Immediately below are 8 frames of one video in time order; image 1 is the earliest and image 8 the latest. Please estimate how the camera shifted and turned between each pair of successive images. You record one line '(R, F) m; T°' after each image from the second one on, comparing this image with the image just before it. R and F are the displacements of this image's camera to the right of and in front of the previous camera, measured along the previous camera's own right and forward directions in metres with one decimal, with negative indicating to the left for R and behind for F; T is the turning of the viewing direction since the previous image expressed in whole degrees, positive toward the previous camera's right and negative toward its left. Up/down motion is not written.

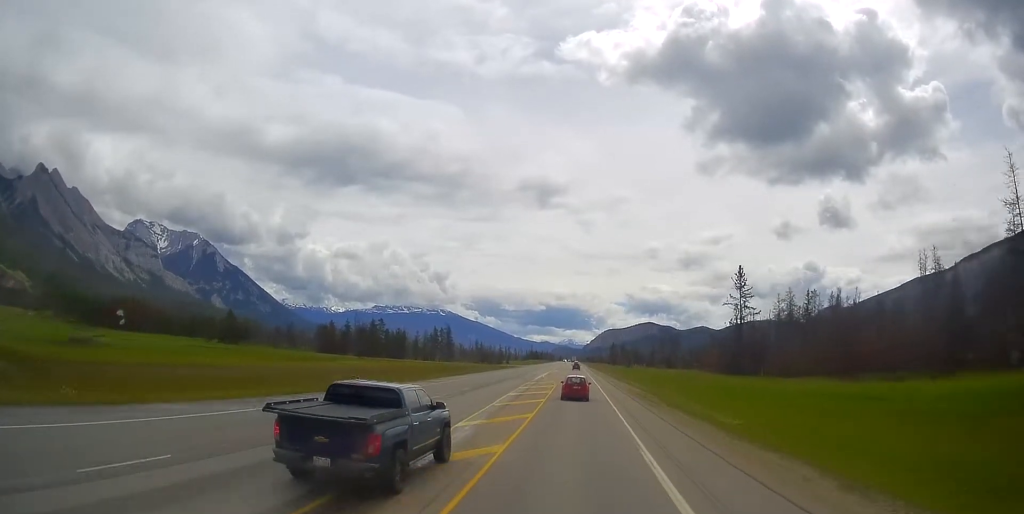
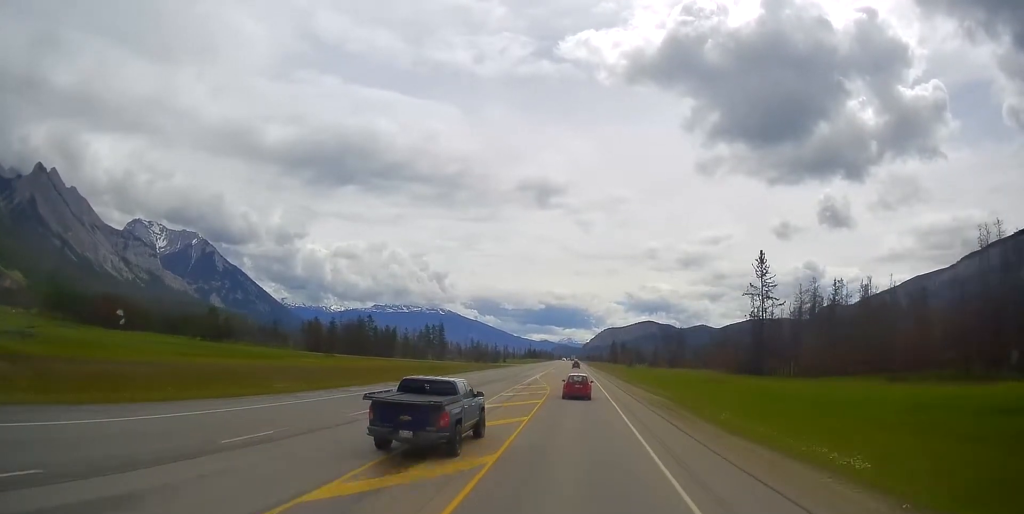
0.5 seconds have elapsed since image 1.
(0.0, +12.4) m; 0°
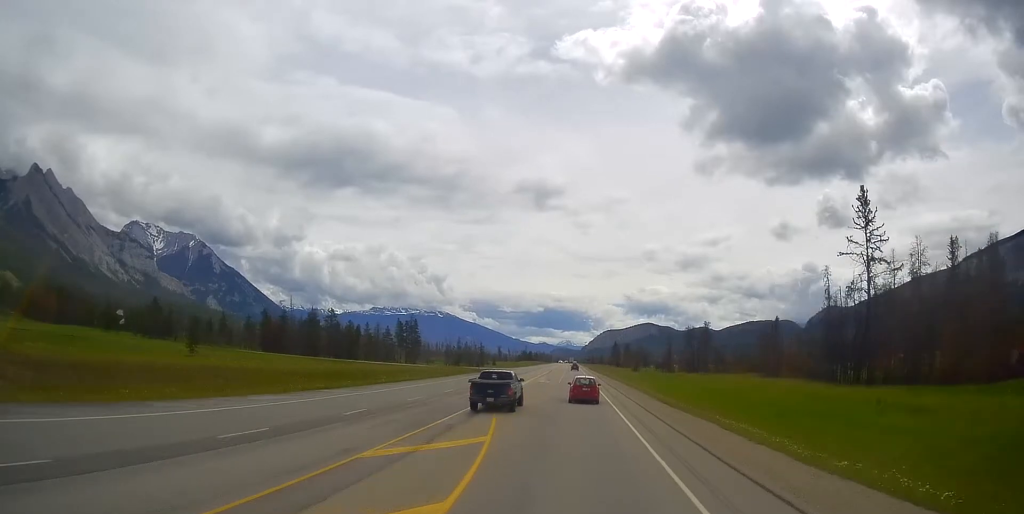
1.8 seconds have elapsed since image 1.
(+0.2, +34.6) m; 0°
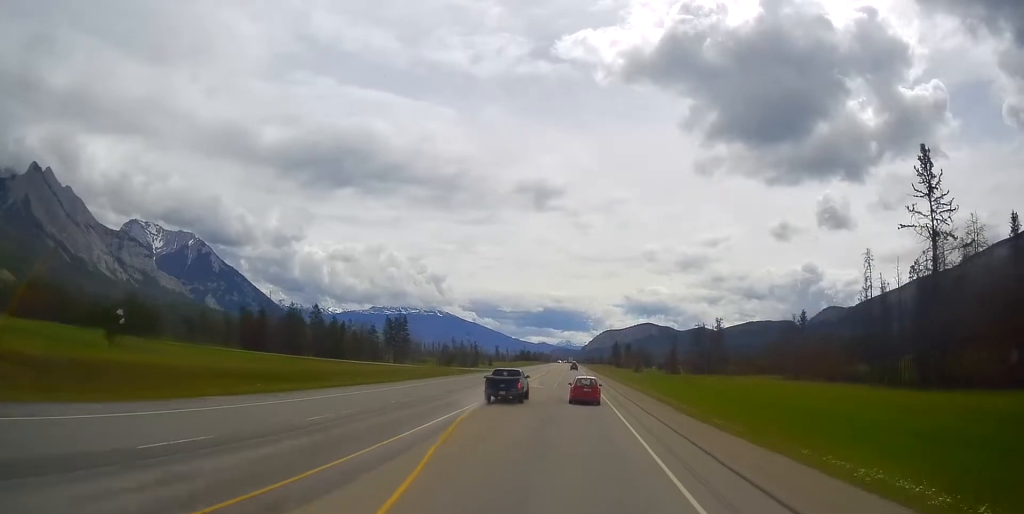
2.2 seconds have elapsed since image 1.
(-0.3, +12.0) m; 0°
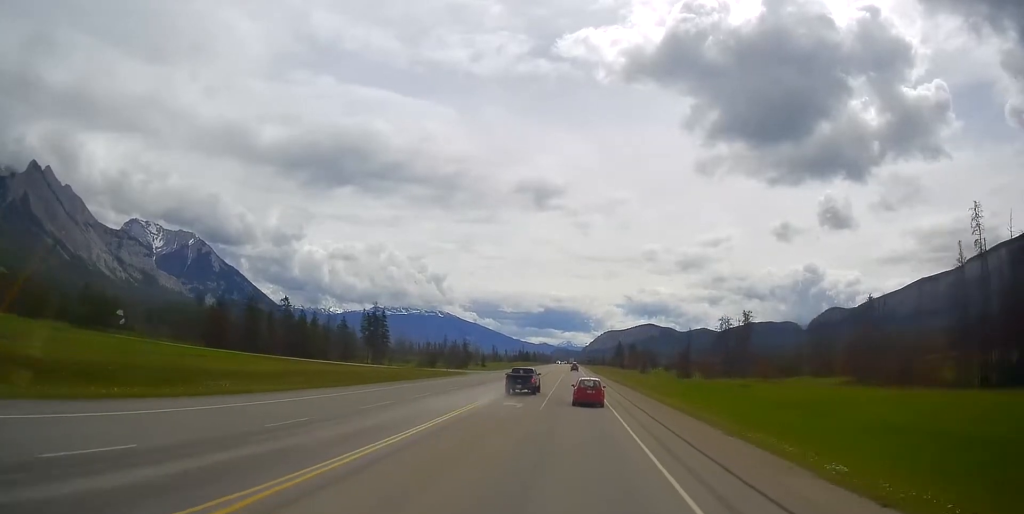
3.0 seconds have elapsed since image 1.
(+0.5, +20.8) m; +1°
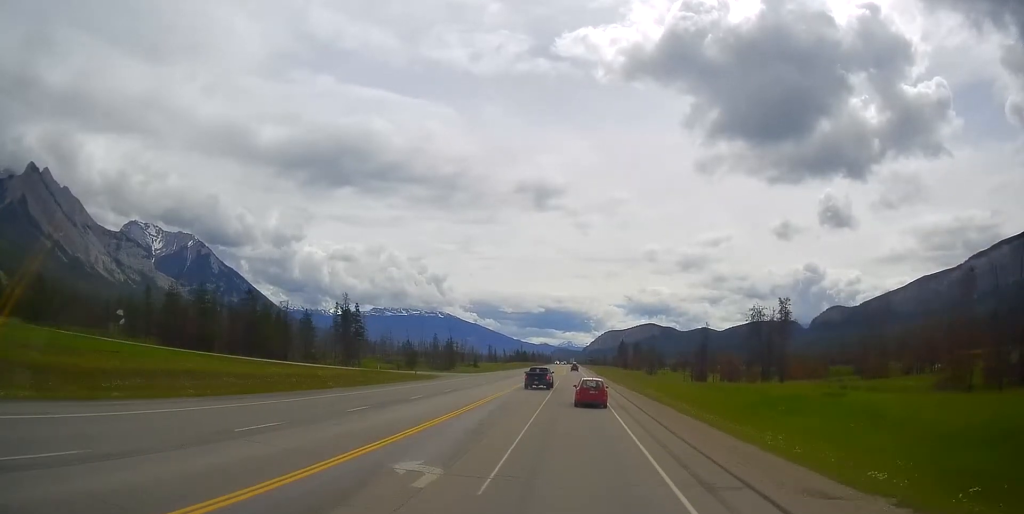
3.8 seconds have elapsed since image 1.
(0.0, +19.9) m; -1°
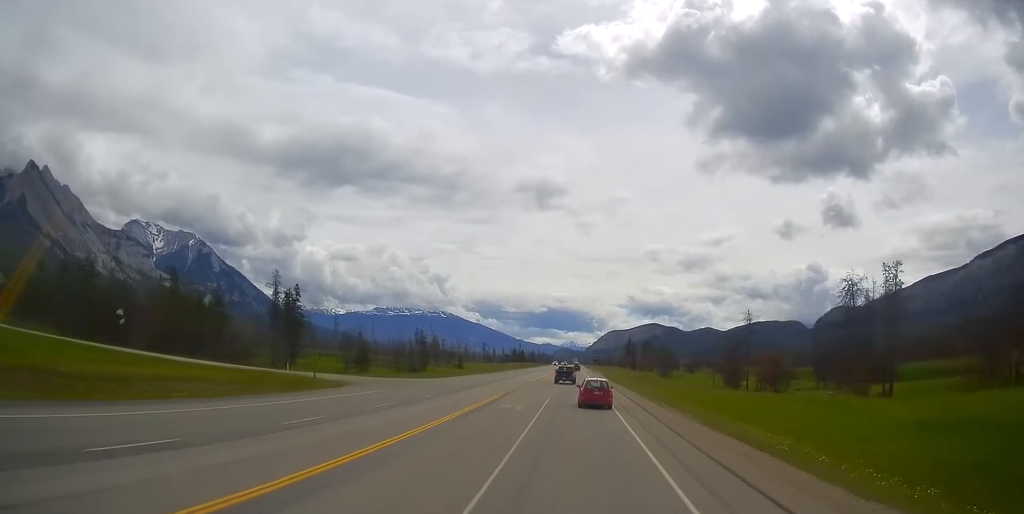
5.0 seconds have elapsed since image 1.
(-0.5, +32.5) m; 0°
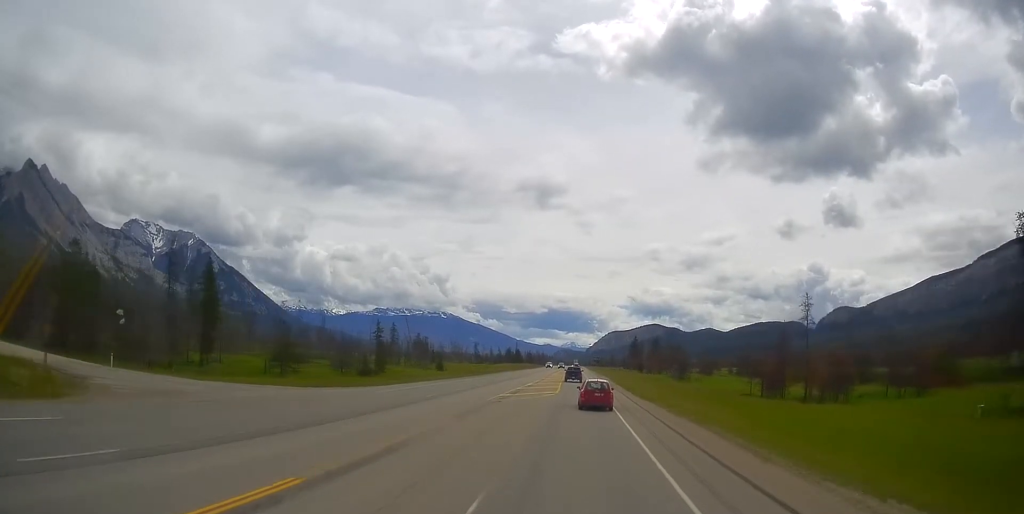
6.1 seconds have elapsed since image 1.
(+0.4, +28.3) m; +1°
